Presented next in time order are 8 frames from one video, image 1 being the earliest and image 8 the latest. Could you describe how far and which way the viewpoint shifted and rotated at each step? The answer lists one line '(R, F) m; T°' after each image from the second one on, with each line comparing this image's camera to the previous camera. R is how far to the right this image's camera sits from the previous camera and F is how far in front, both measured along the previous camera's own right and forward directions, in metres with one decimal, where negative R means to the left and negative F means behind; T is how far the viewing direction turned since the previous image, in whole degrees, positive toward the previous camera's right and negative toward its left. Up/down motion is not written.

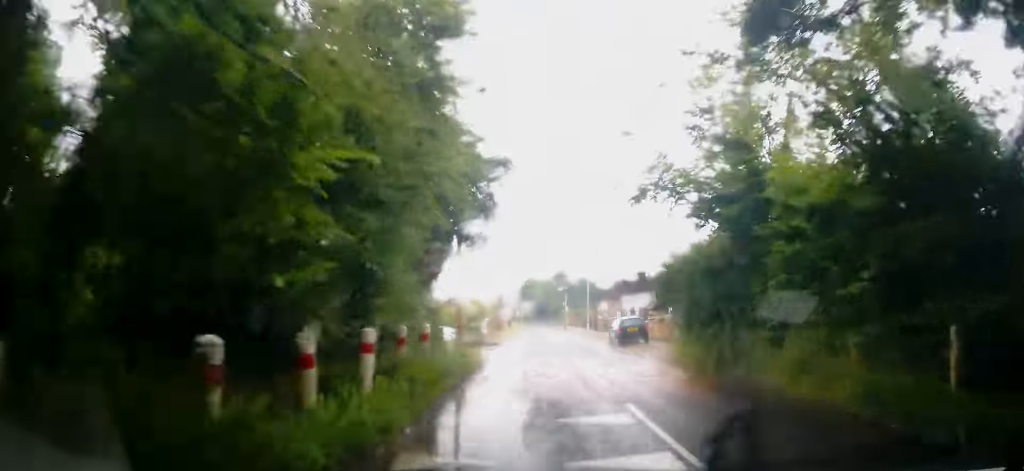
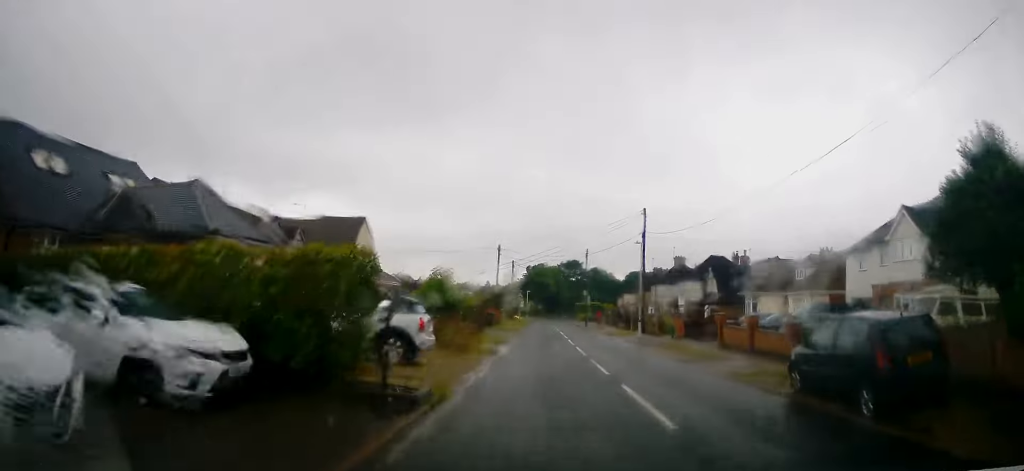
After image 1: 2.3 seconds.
(-0.2, +23.7) m; -2°
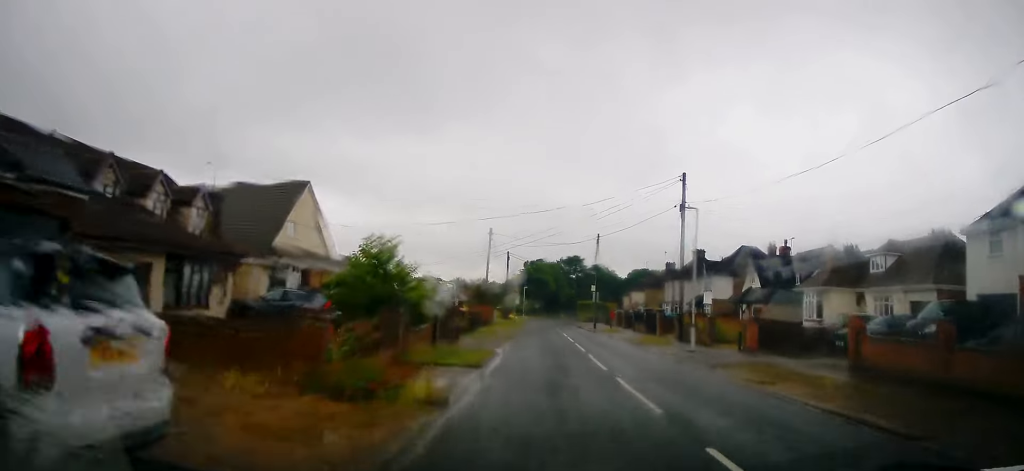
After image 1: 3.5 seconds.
(-0.3, +11.1) m; -1°
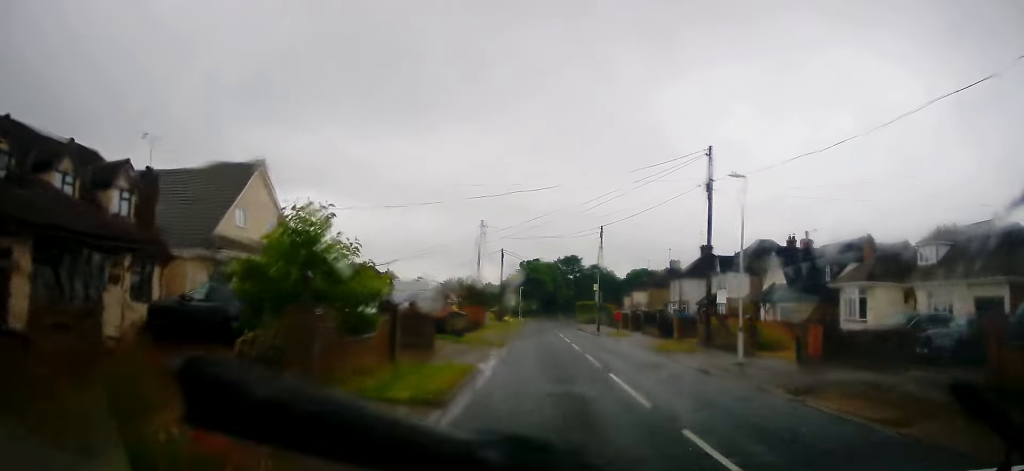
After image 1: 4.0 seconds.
(0.0, +5.3) m; 0°
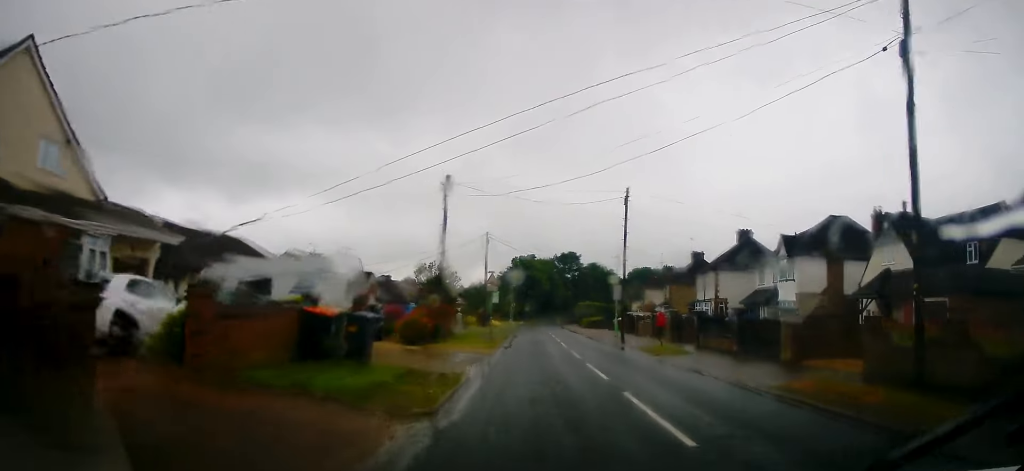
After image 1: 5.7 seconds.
(+0.2, +15.2) m; +2°
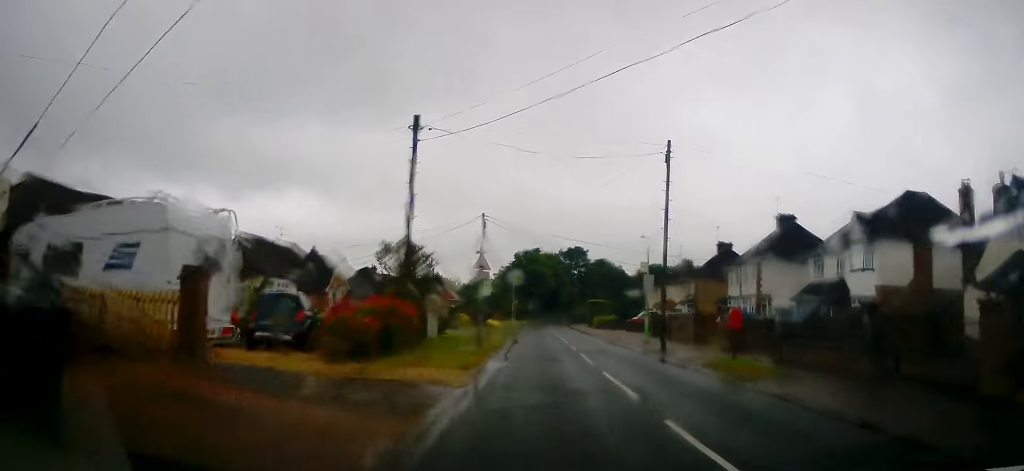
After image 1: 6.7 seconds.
(+0.1, +8.9) m; 0°
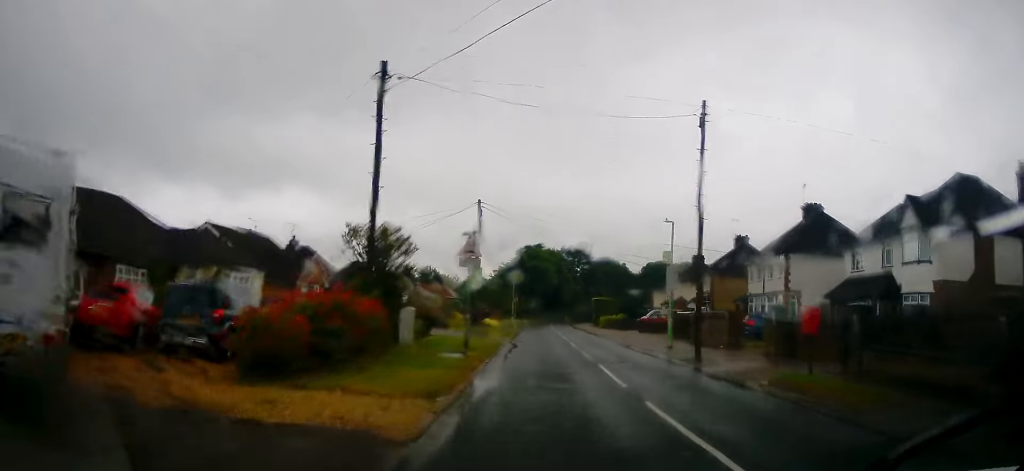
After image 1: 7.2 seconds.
(-0.1, +4.7) m; -1°
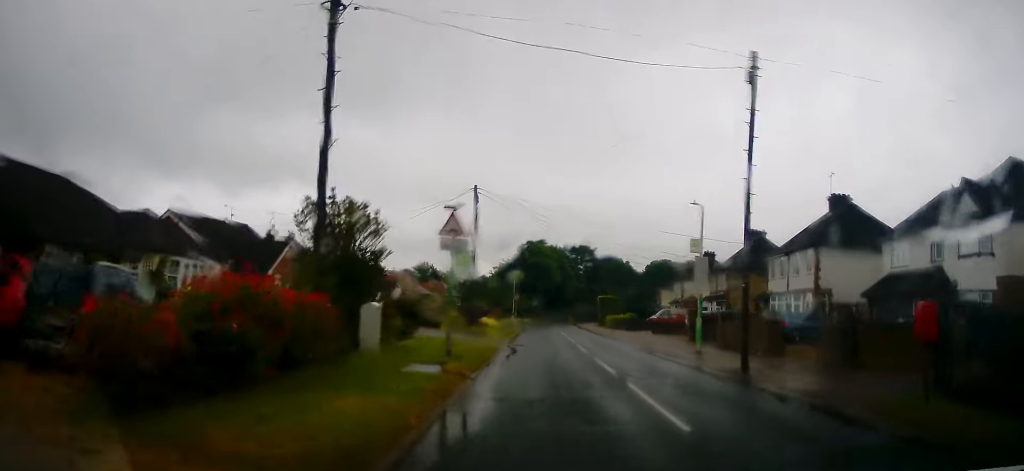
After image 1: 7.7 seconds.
(0.0, +4.1) m; -1°
